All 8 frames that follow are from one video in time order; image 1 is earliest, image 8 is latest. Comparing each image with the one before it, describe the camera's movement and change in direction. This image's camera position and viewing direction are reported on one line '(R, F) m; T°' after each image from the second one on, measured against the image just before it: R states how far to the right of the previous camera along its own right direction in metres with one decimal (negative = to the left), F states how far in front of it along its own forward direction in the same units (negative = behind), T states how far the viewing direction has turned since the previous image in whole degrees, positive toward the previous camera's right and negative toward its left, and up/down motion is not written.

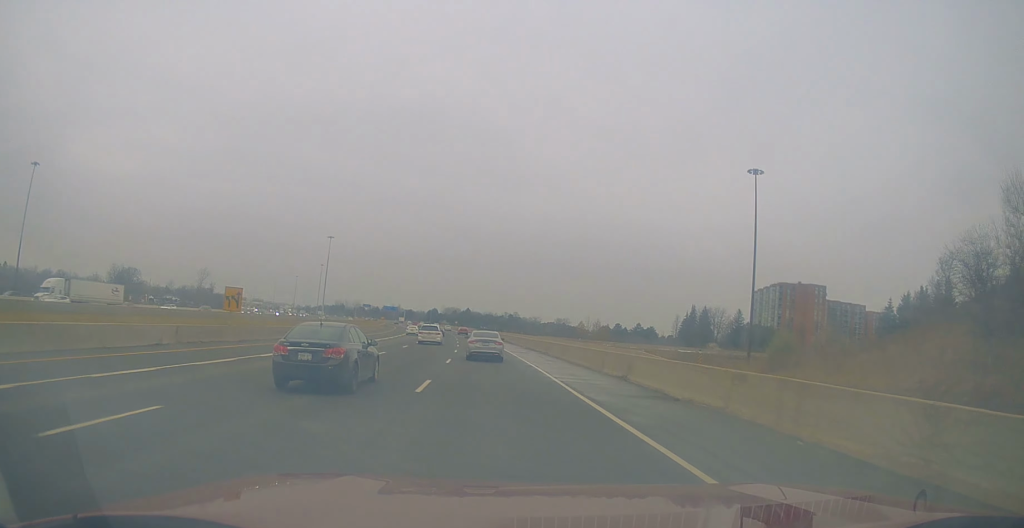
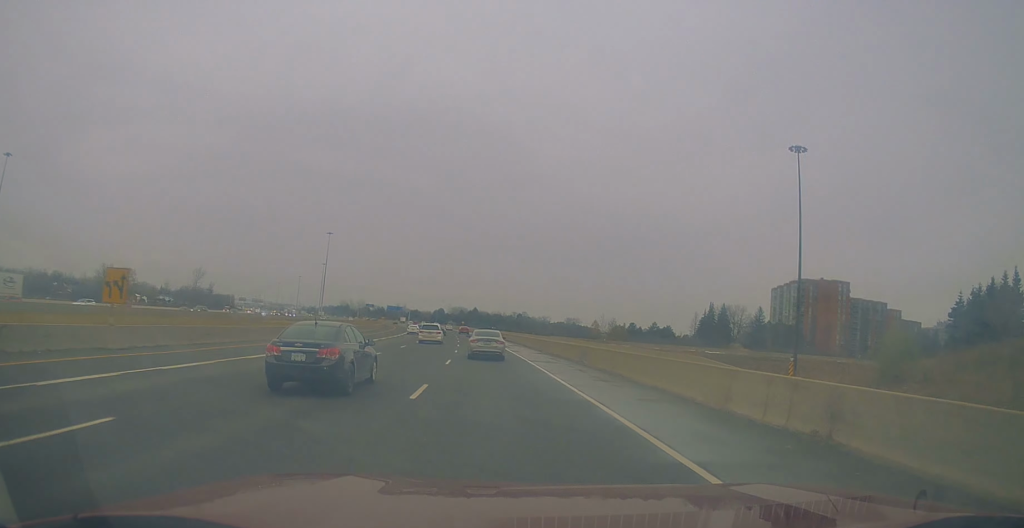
(-0.3, +13.8) m; -1°
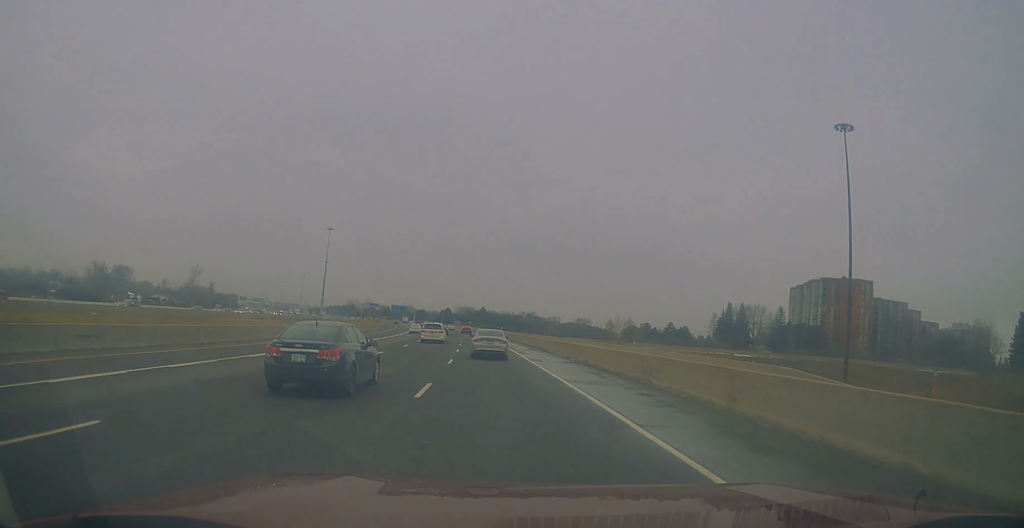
(-0.1, +12.0) m; -1°
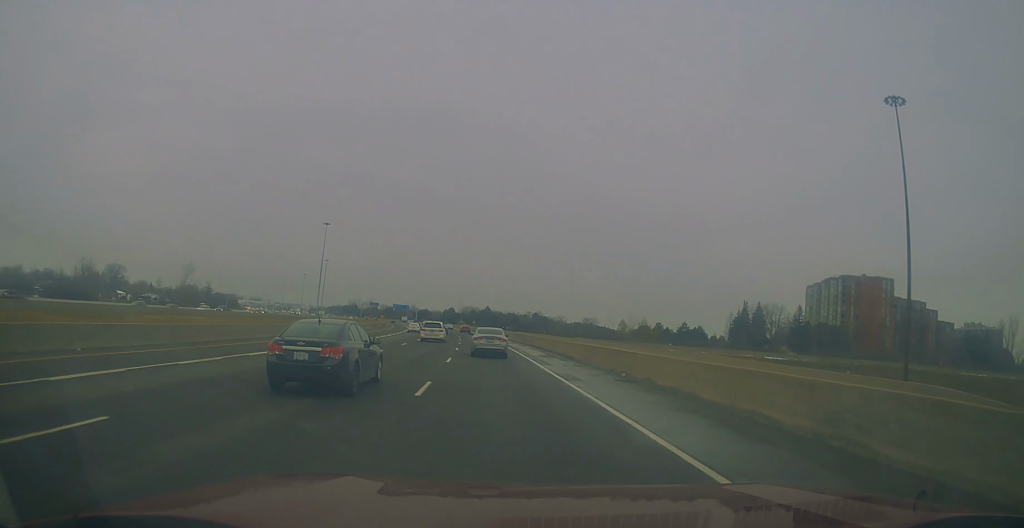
(-0.2, +12.0) m; -1°
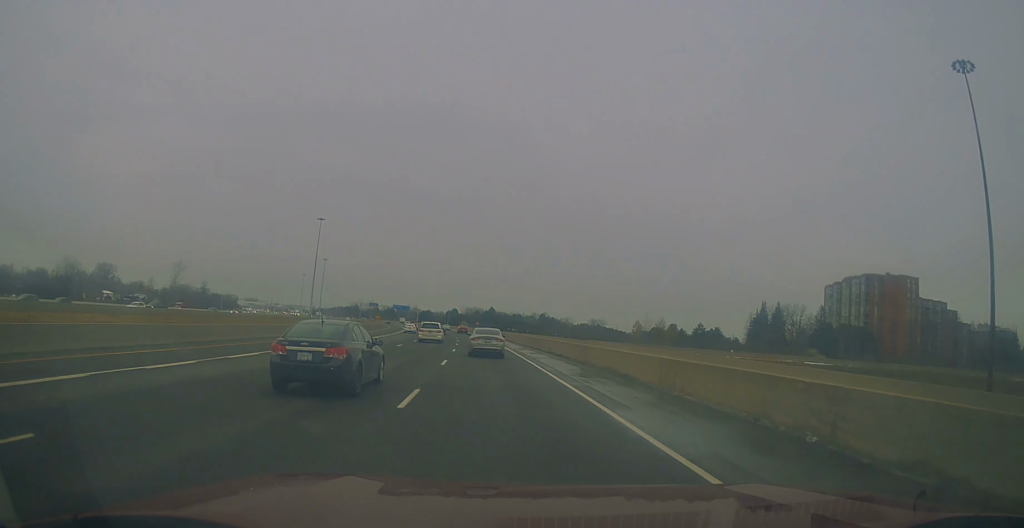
(-0.1, +13.8) m; -1°
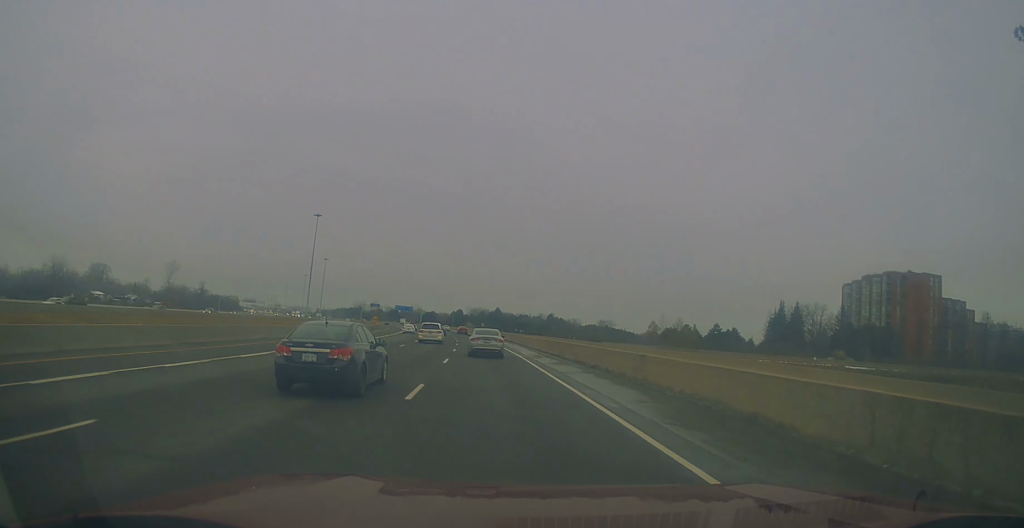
(-0.1, +11.1) m; 0°
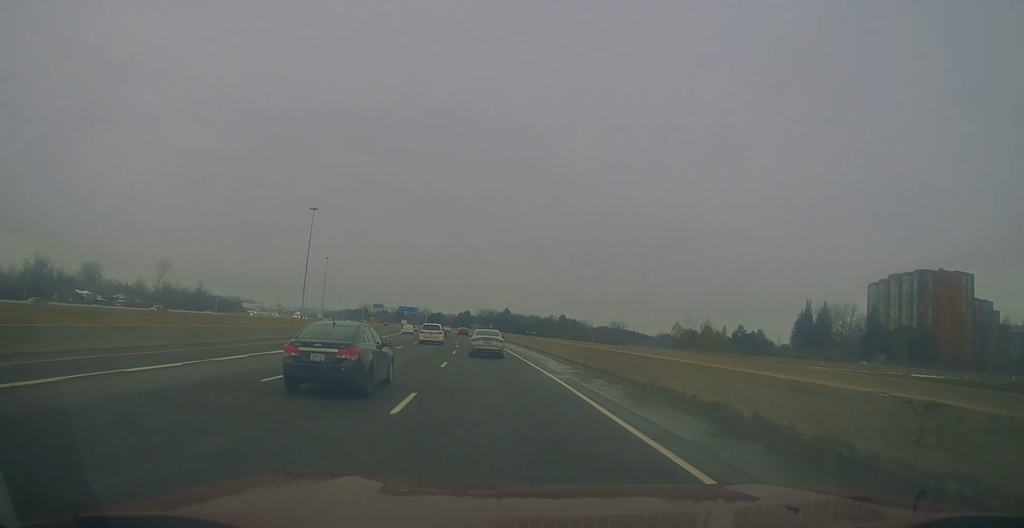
(0.0, +14.8) m; 0°
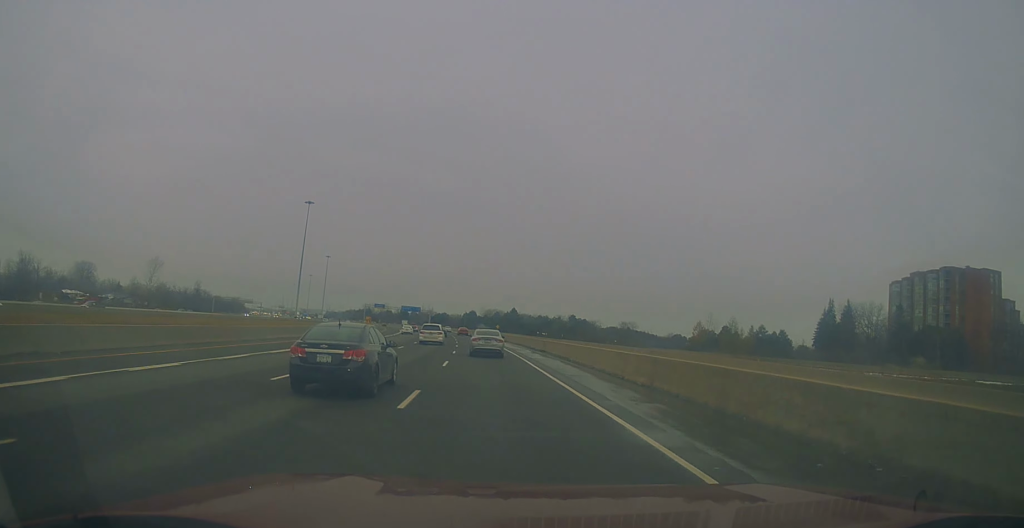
(0.0, +11.8) m; -1°
